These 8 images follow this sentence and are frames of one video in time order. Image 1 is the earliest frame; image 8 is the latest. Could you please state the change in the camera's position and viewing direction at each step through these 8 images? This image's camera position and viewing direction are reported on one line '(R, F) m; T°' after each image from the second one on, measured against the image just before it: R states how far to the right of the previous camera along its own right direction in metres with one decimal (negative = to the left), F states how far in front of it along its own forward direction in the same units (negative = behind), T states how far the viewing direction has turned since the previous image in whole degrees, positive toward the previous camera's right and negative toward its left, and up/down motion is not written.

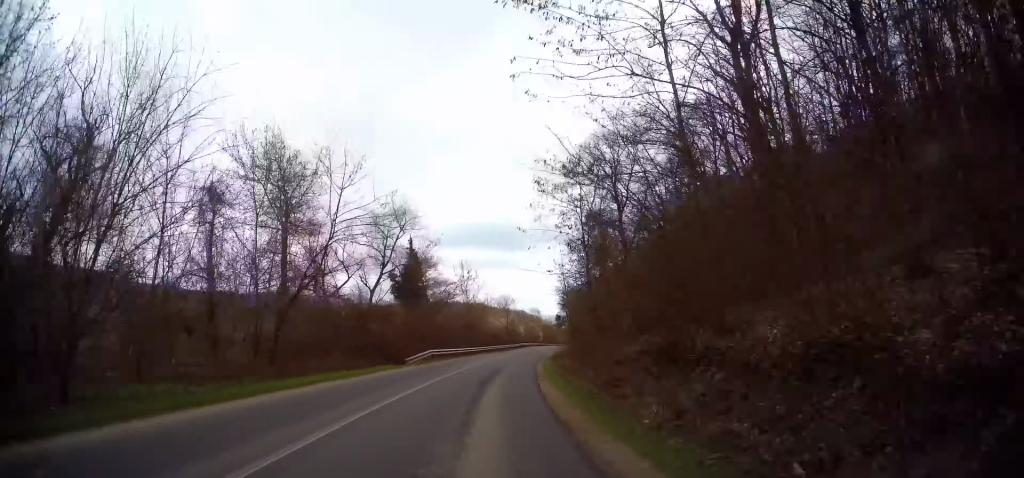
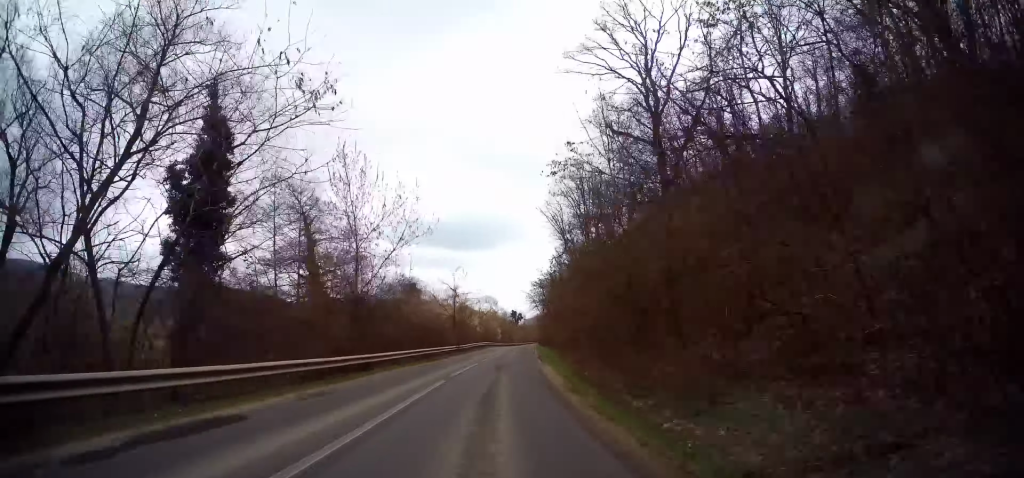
(+1.6, +29.0) m; +5°
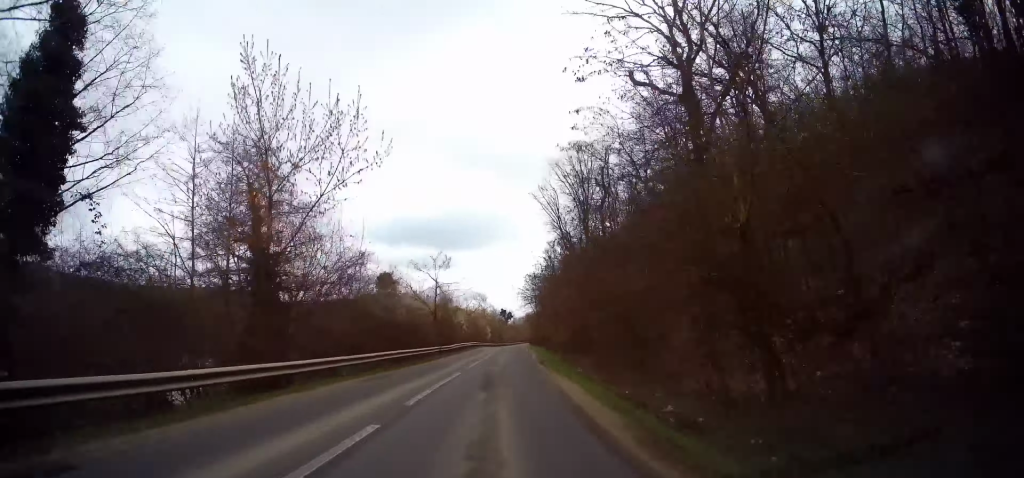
(-0.1, +8.5) m; +1°
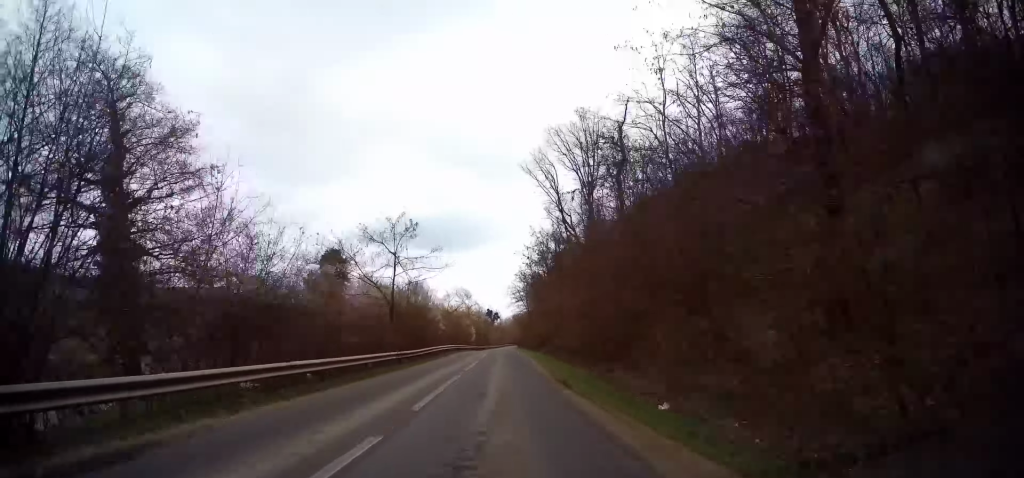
(+0.1, +12.5) m; +2°
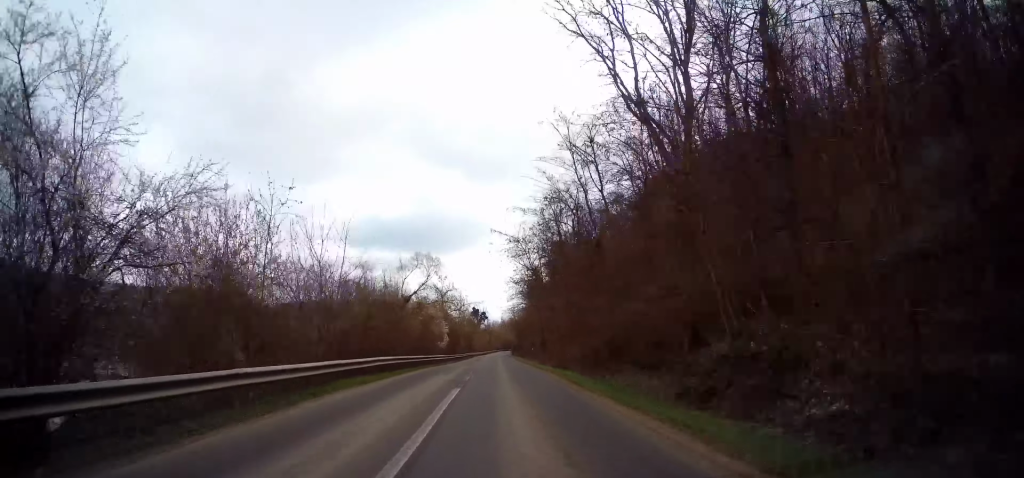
(+1.4, +33.2) m; +4°
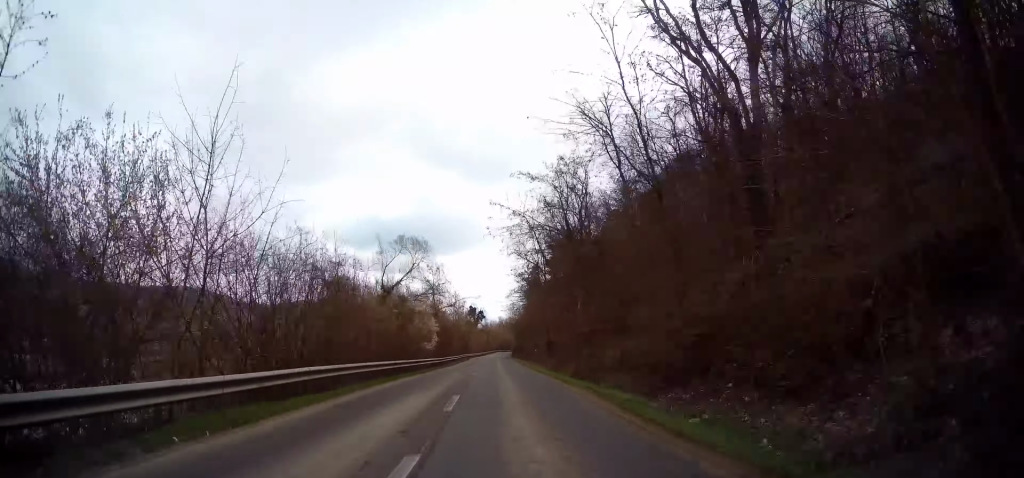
(0.0, +8.1) m; 0°
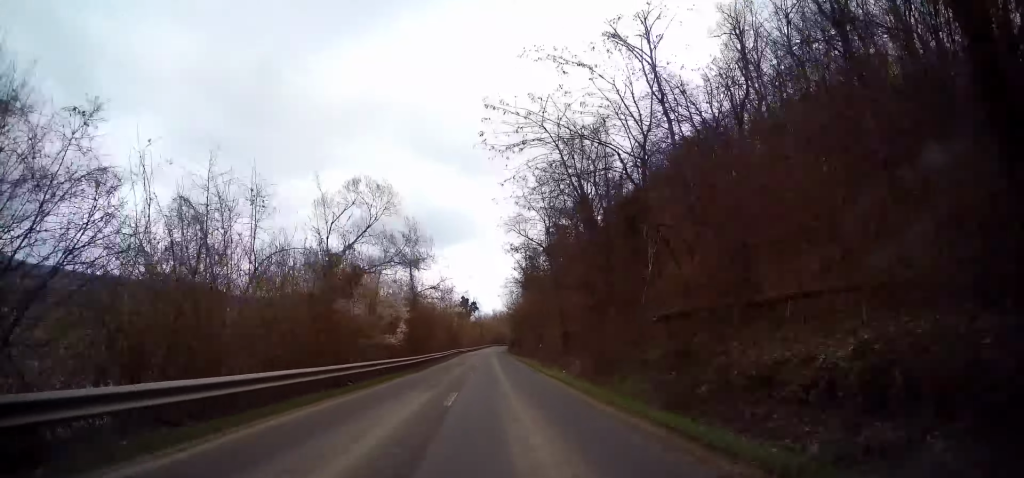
(0.0, +12.7) m; 0°
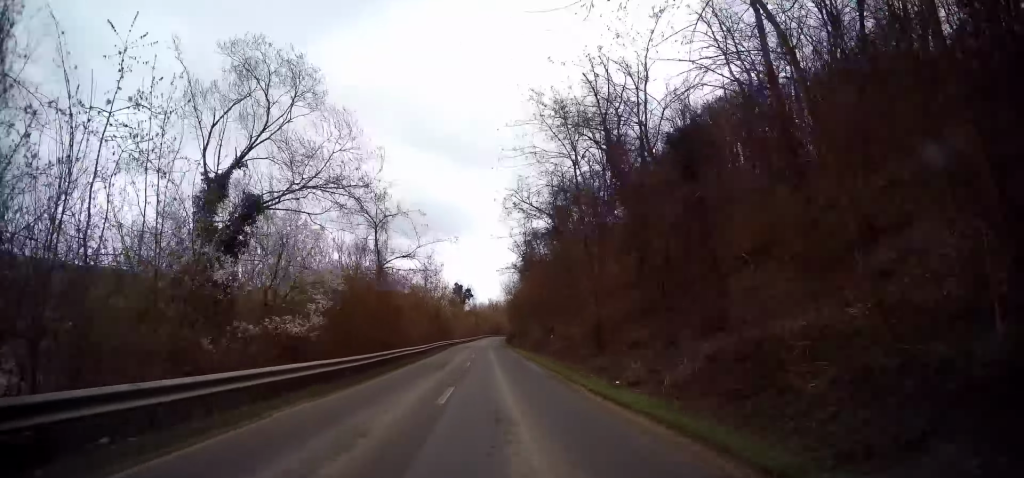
(0.0, +12.2) m; 0°
